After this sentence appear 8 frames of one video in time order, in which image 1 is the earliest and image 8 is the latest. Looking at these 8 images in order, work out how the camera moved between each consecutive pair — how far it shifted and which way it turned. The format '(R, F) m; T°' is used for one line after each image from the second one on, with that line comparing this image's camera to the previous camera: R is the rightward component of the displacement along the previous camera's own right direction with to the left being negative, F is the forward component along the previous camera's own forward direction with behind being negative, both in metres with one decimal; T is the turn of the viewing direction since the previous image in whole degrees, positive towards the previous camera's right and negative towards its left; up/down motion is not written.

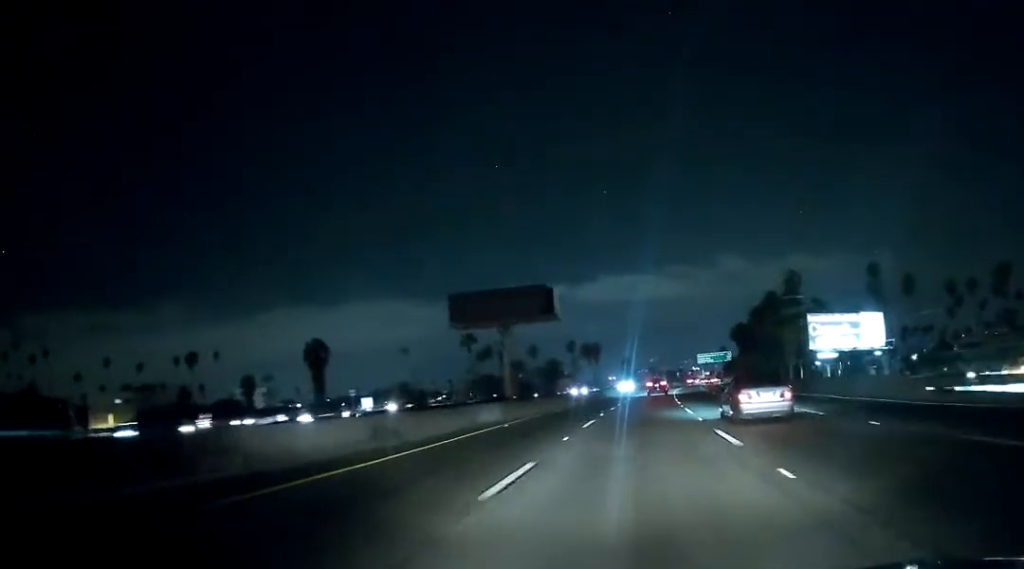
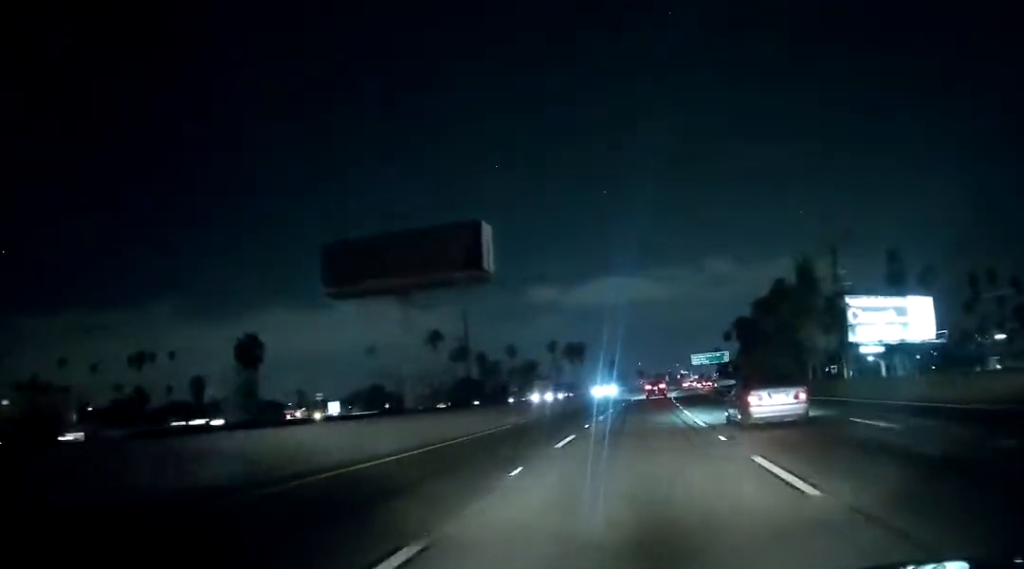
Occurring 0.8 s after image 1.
(0.0, +21.6) m; +1°
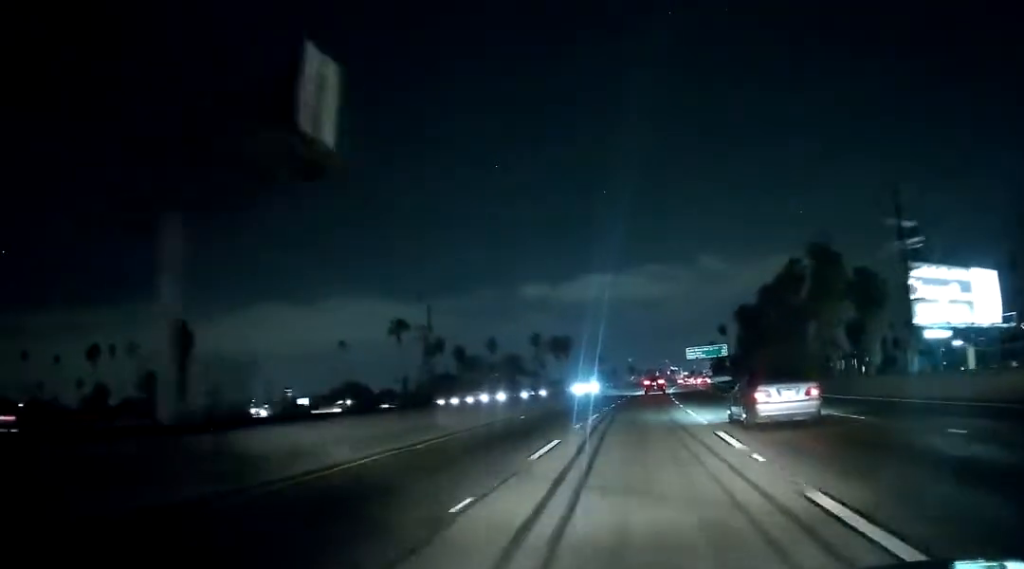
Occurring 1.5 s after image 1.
(+0.2, +17.2) m; +1°
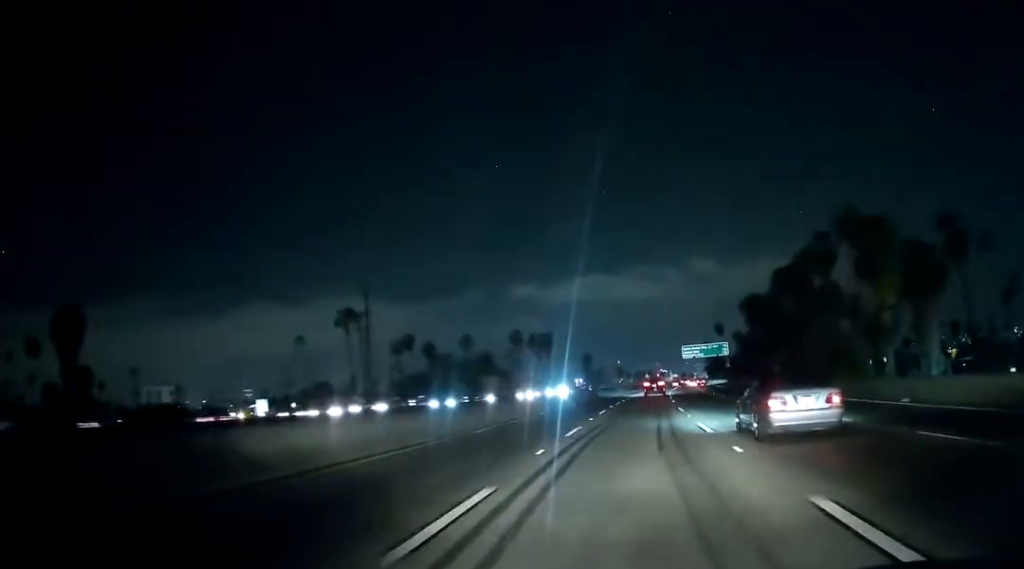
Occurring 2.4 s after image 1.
(+0.4, +22.4) m; +1°
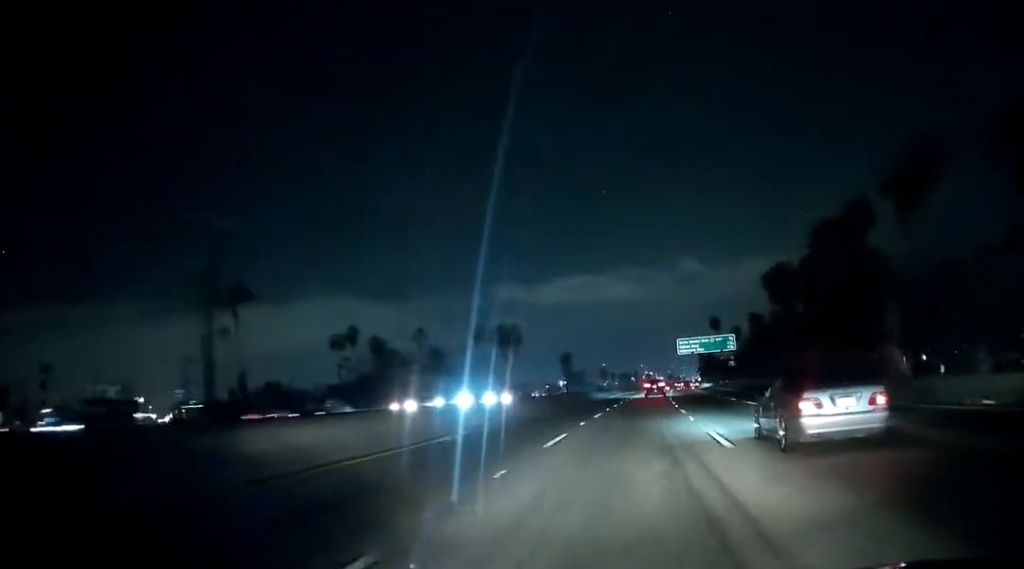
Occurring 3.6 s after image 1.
(+0.2, +32.8) m; +1°
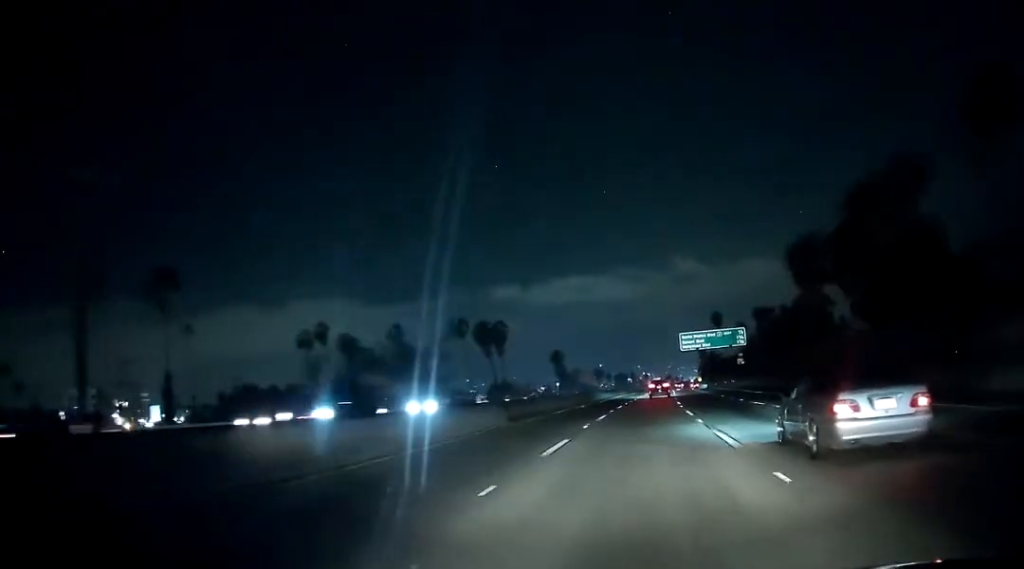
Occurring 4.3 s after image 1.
(0.0, +16.4) m; +1°
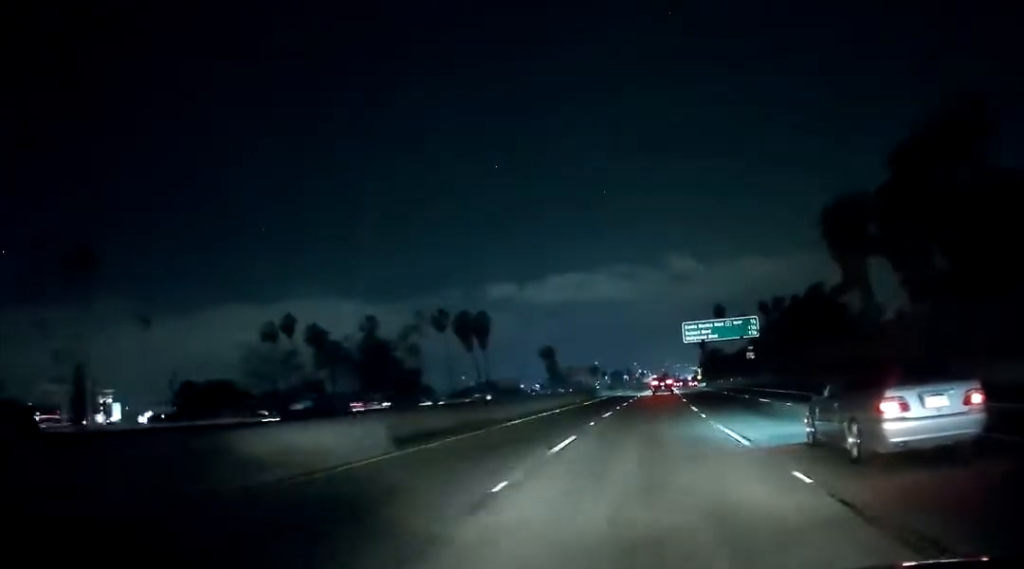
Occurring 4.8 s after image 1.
(+0.3, +14.7) m; 0°
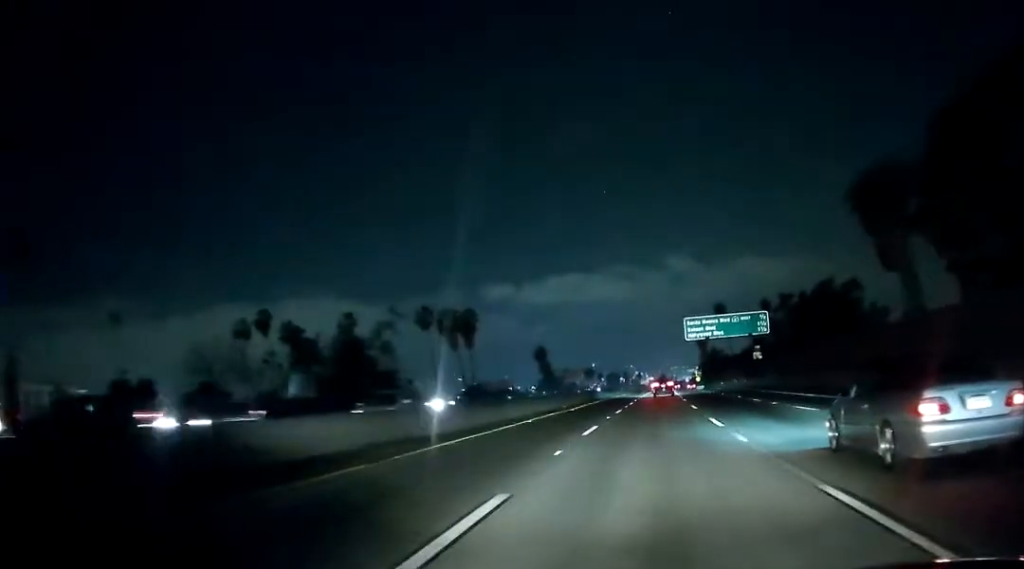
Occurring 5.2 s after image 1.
(+0.1, +10.4) m; 0°
